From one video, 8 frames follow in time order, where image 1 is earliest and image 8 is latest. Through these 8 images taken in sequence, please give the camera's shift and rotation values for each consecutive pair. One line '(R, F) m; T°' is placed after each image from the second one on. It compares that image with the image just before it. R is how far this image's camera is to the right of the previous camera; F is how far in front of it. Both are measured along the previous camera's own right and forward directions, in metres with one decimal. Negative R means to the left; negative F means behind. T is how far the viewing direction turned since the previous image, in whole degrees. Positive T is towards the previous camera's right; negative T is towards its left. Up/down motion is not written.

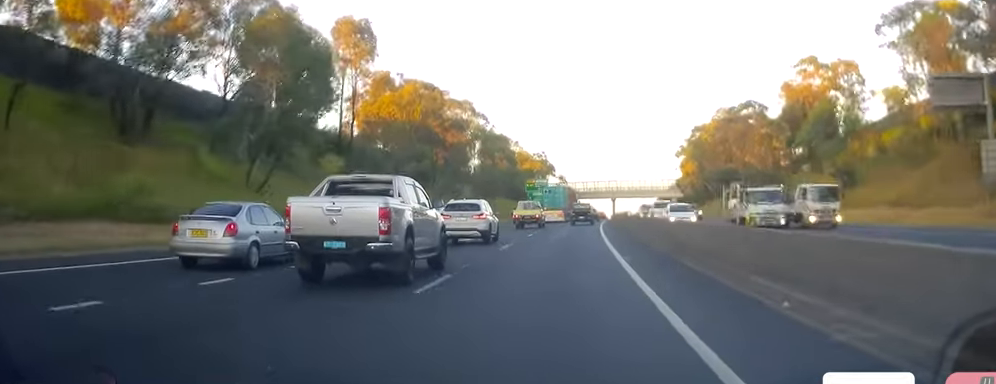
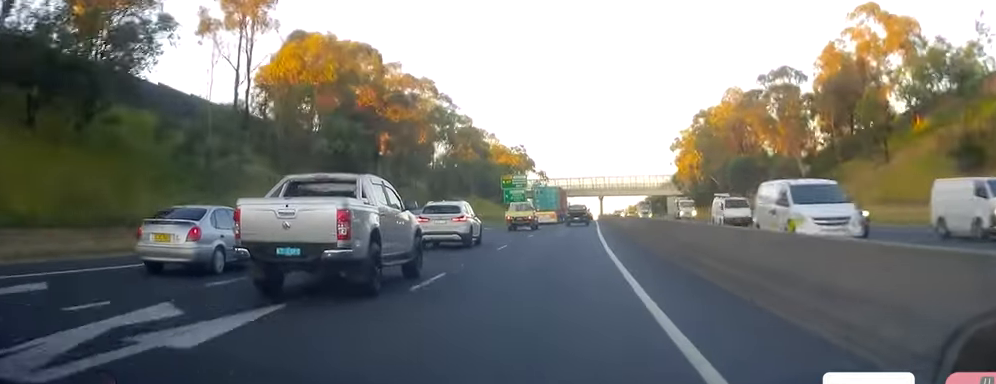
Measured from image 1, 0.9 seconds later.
(+0.4, +23.2) m; +1°
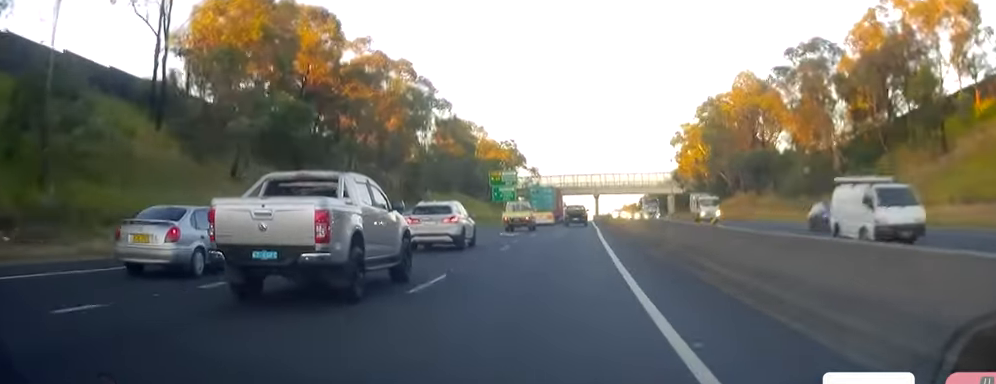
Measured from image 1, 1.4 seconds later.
(0.0, +12.0) m; 0°
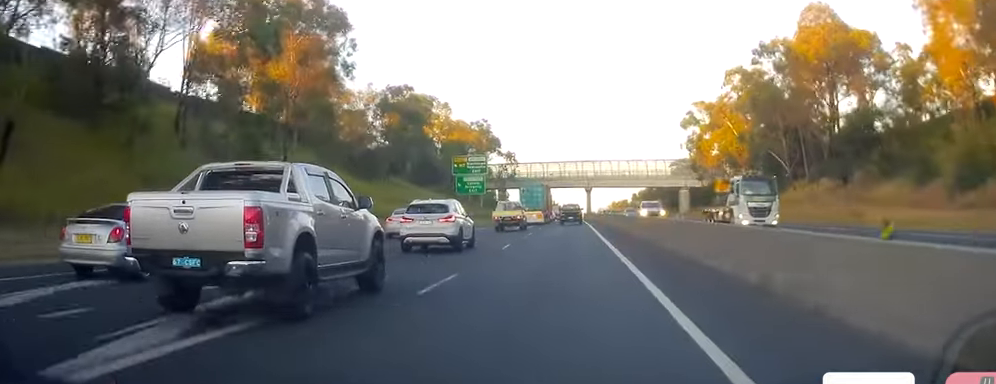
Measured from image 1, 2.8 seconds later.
(0.0, +36.2) m; +3°
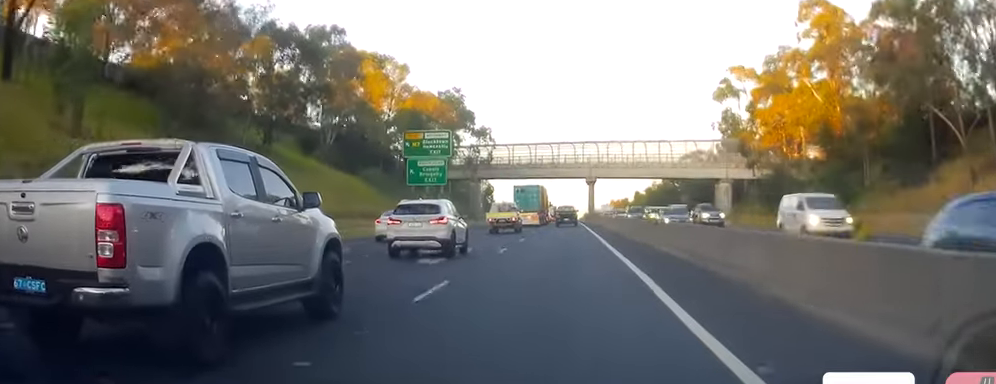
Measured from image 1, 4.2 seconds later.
(+1.4, +36.5) m; +1°
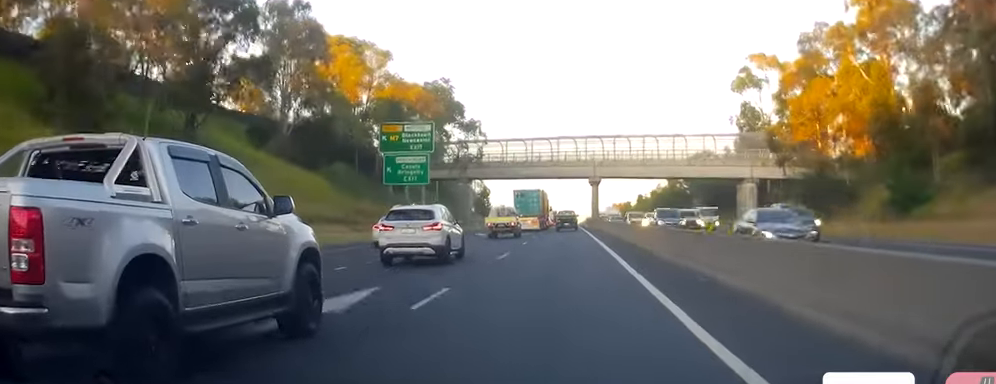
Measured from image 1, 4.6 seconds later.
(0.0, +12.3) m; -1°
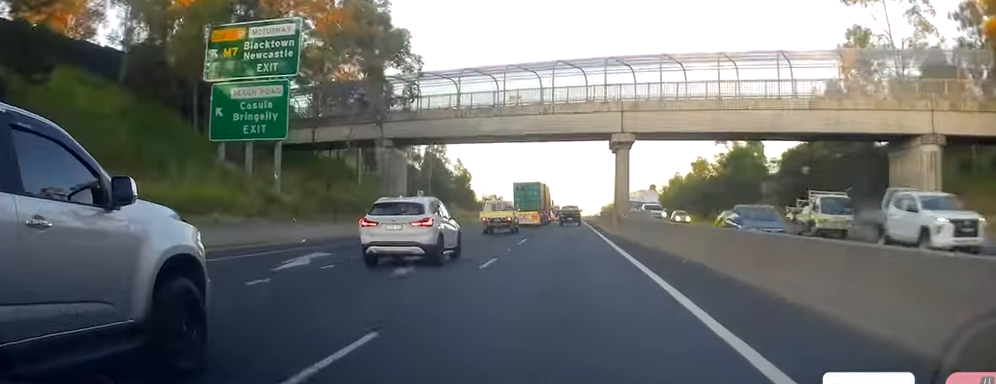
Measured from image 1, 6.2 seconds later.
(-0.7, +41.2) m; 0°
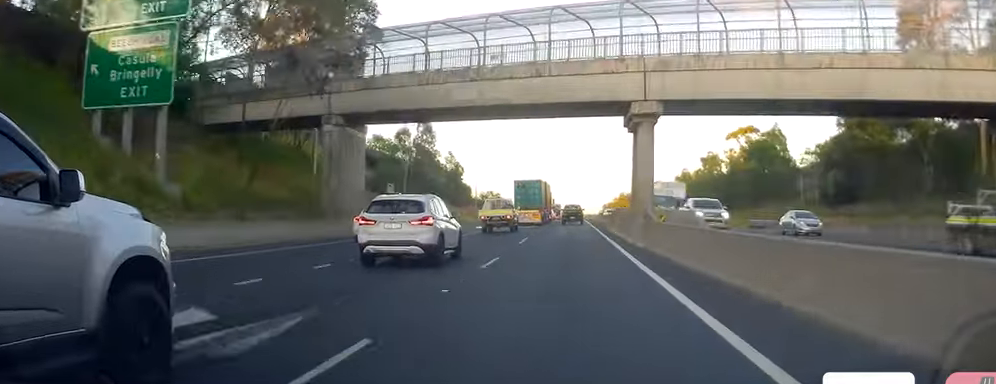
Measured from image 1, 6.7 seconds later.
(+0.2, +12.4) m; +1°
